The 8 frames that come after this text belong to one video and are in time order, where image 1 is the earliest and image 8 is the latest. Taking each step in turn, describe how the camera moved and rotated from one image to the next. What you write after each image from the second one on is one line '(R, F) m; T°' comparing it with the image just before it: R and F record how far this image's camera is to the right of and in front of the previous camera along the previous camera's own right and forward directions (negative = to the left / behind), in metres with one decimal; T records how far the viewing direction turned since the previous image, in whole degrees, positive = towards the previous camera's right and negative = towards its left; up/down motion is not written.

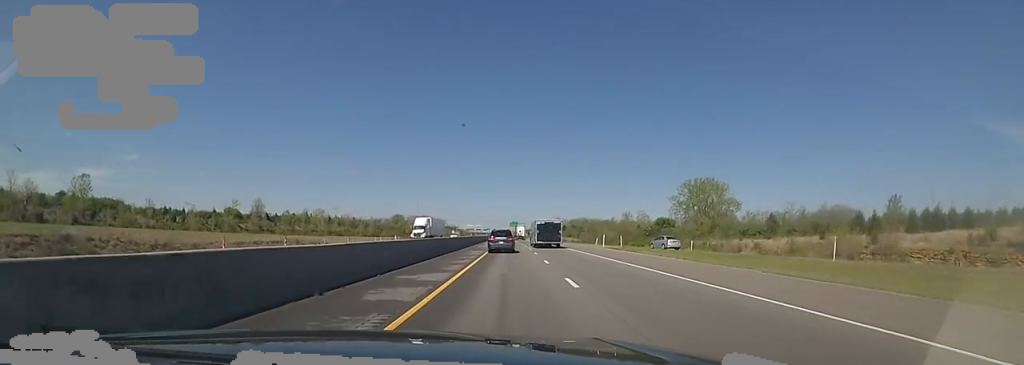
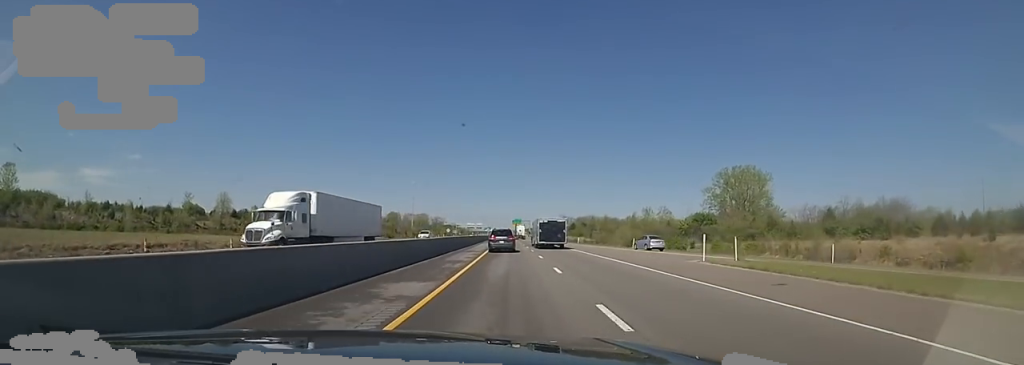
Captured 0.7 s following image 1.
(0.0, +25.4) m; 0°
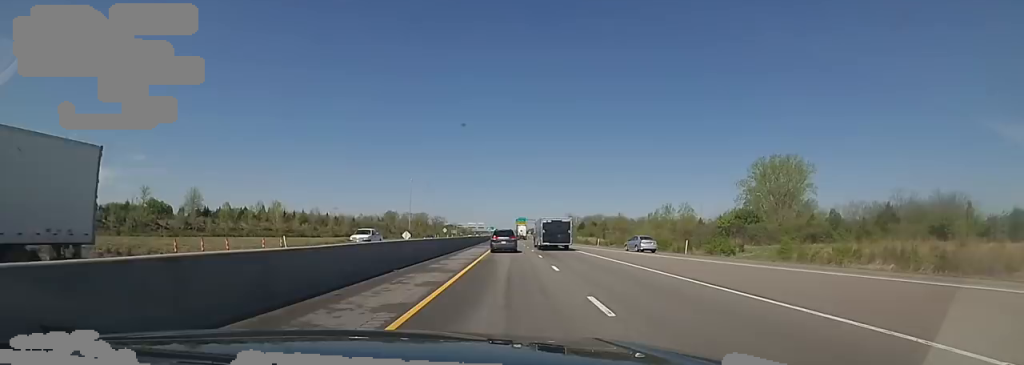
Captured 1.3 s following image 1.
(+0.1, +18.6) m; 0°
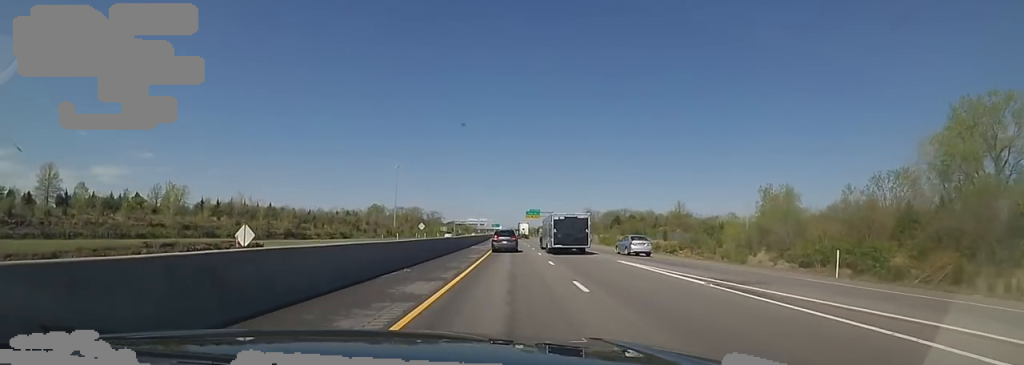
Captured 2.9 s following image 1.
(-1.3, +55.7) m; -2°
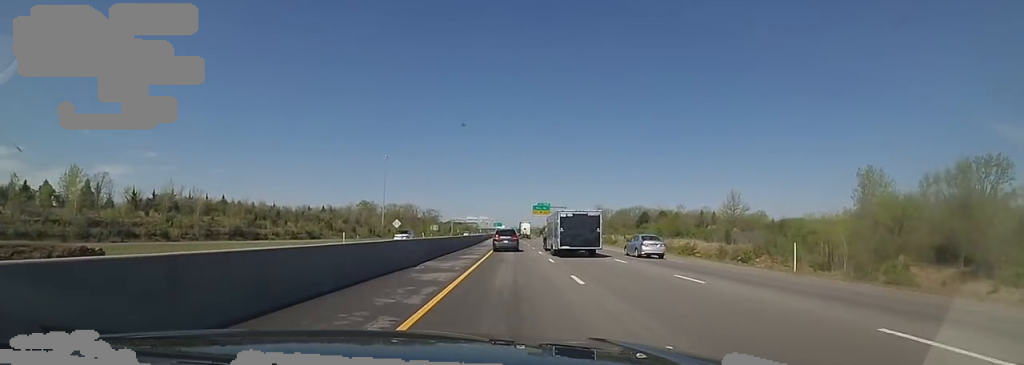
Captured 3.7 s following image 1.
(-0.5, +27.9) m; 0°
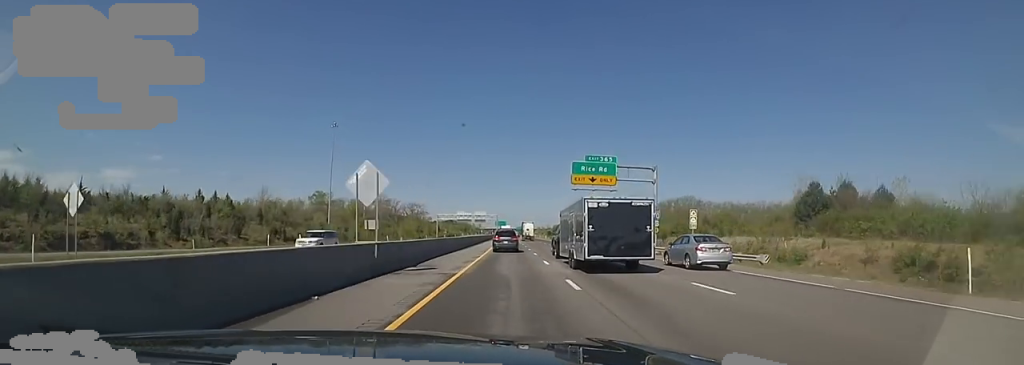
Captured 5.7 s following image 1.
(-0.2, +69.4) m; 0°
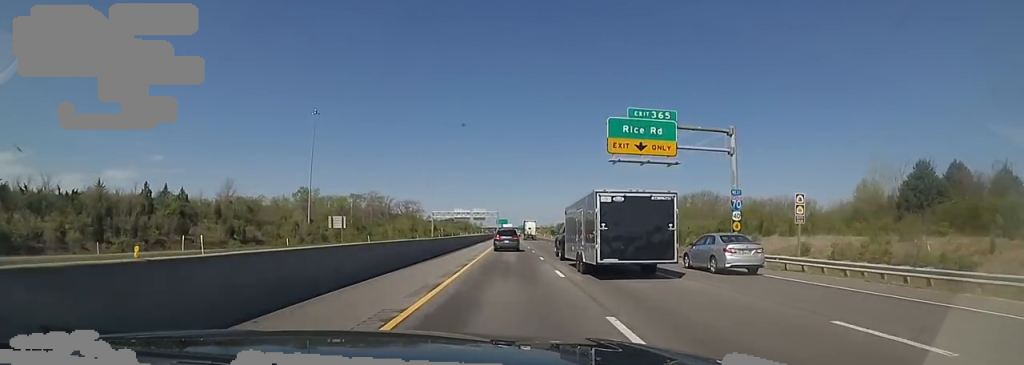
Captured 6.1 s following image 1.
(+0.8, +16.2) m; 0°
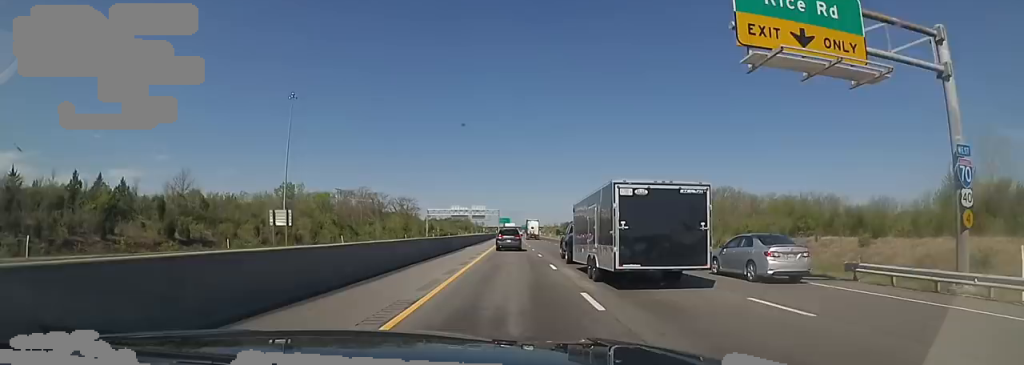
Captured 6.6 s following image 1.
(+0.3, +16.2) m; 0°
